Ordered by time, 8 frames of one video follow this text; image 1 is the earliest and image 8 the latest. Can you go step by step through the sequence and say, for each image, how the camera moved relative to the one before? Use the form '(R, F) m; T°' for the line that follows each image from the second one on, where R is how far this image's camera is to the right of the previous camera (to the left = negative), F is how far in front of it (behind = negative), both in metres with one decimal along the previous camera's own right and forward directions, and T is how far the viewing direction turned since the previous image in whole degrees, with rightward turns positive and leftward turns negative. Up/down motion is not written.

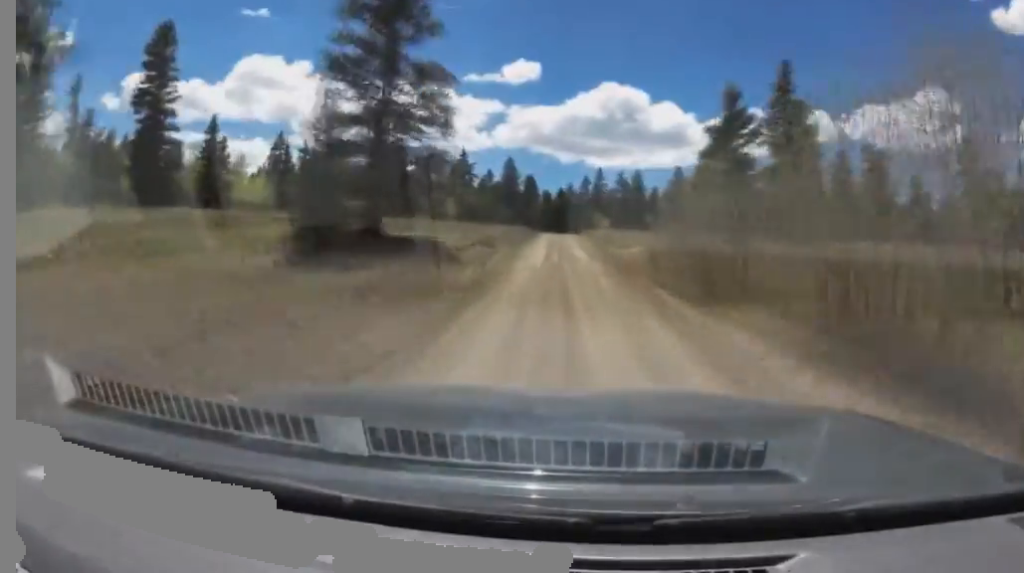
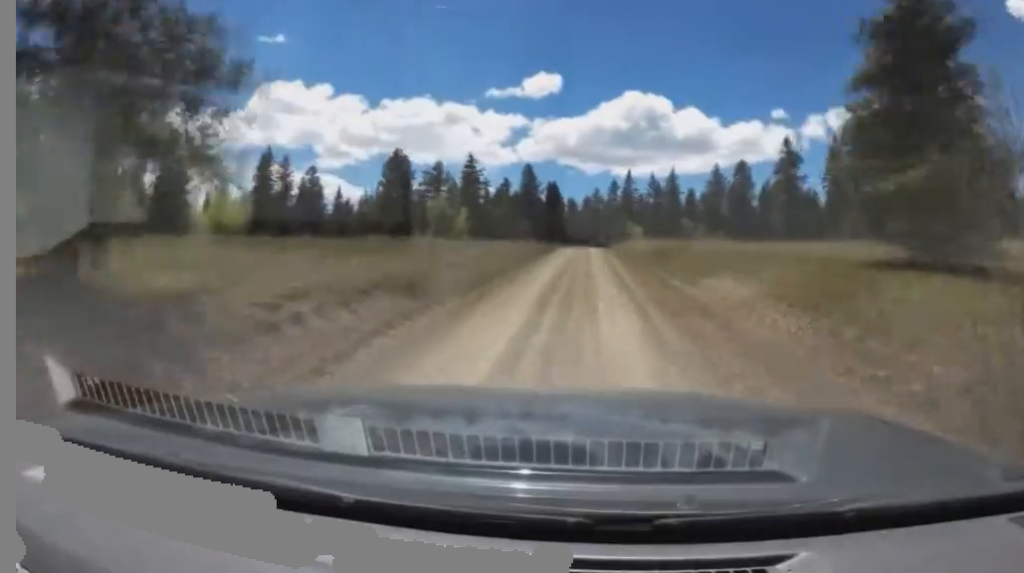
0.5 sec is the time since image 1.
(0.0, +15.7) m; 0°
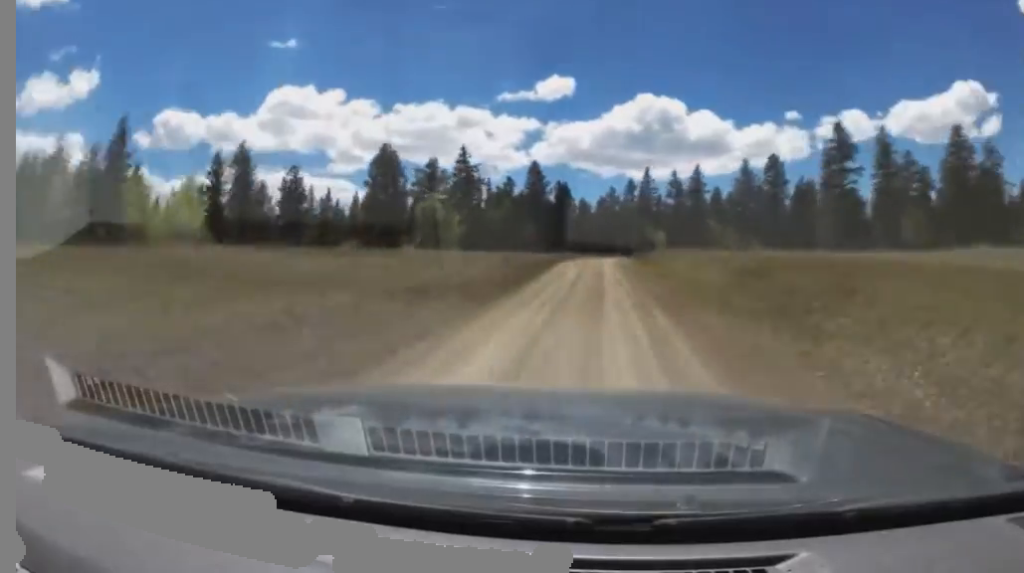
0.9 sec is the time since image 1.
(0.0, +14.2) m; 0°
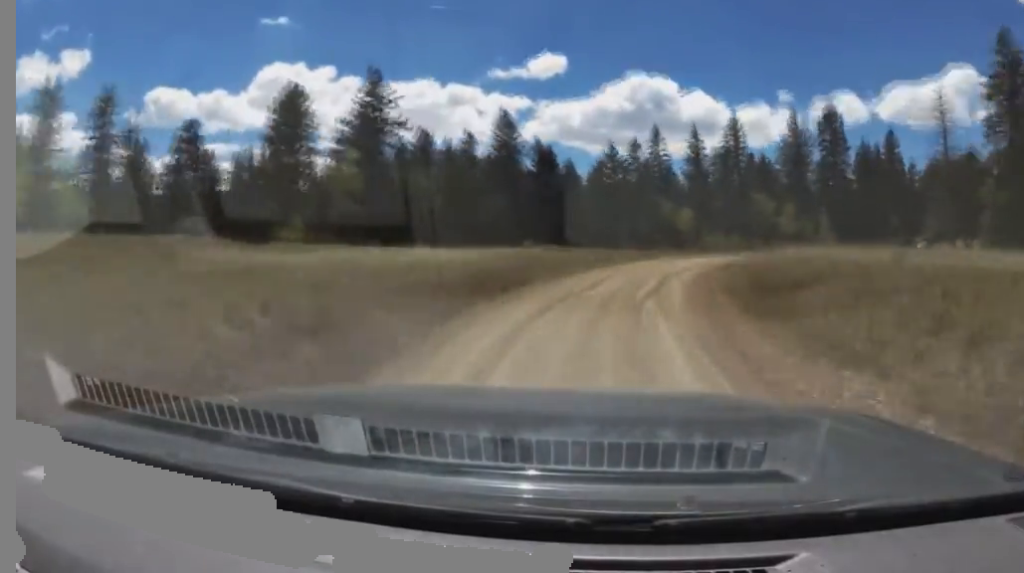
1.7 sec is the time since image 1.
(0.0, +28.4) m; 0°
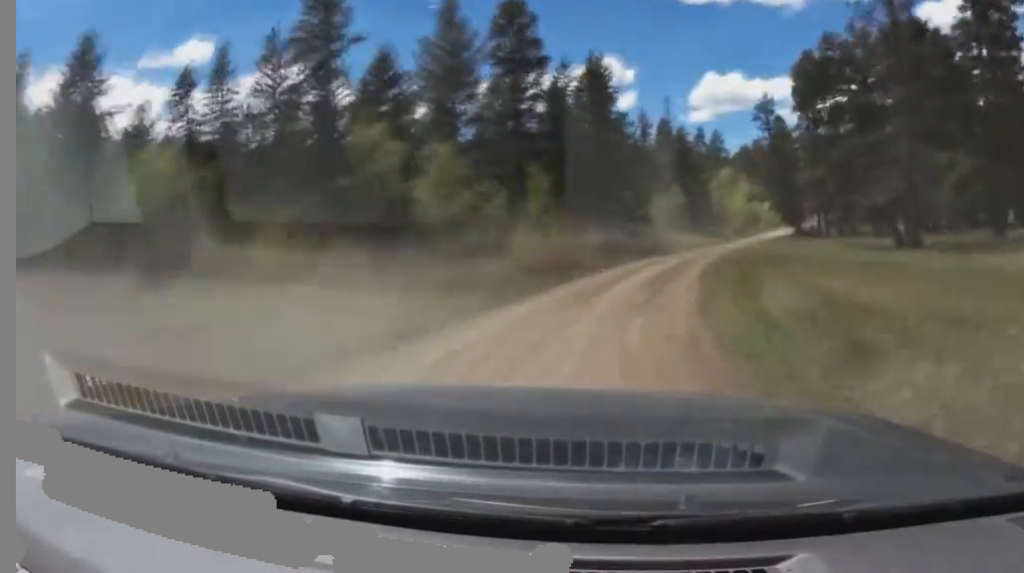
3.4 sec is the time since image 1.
(0.0, +56.8) m; +1°
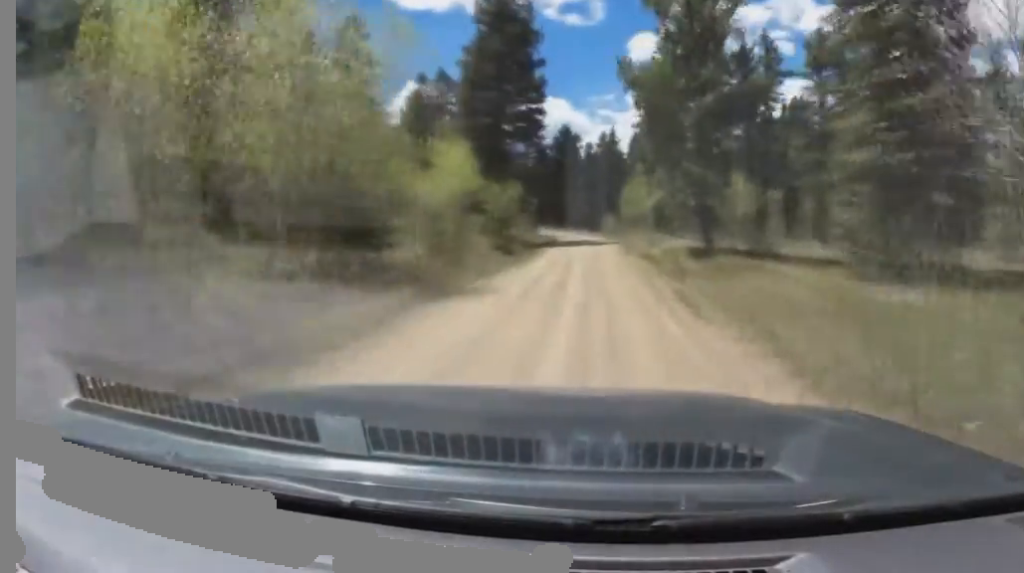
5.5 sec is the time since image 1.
(+17.1, +65.9) m; +30°
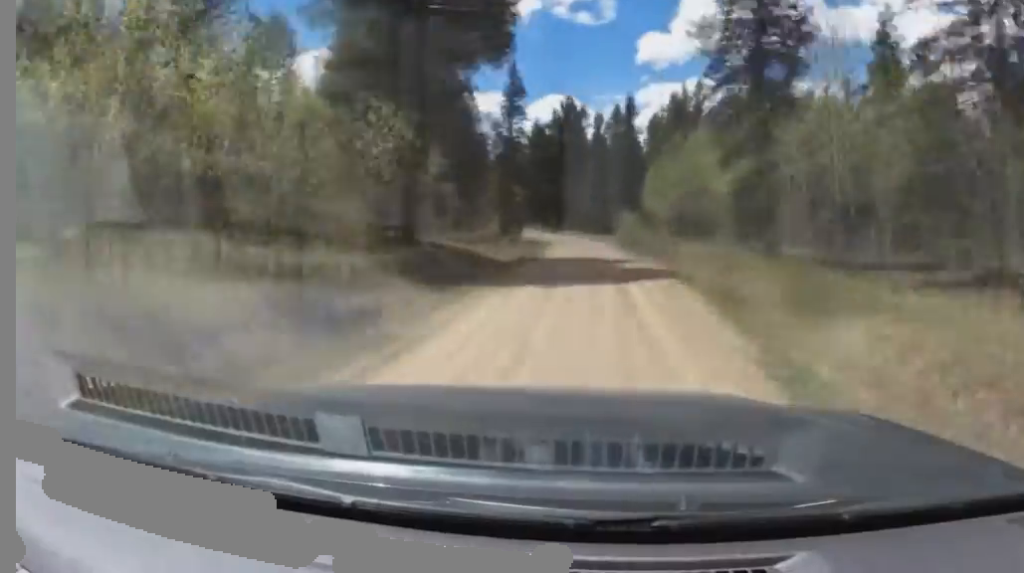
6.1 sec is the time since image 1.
(+0.6, +20.5) m; +2°
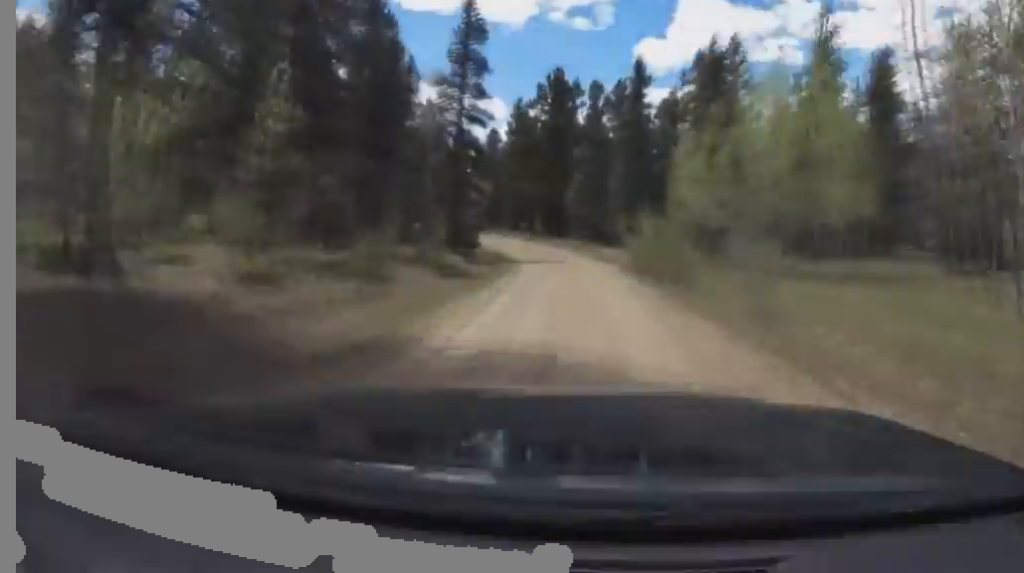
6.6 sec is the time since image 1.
(0.0, +16.2) m; 0°
